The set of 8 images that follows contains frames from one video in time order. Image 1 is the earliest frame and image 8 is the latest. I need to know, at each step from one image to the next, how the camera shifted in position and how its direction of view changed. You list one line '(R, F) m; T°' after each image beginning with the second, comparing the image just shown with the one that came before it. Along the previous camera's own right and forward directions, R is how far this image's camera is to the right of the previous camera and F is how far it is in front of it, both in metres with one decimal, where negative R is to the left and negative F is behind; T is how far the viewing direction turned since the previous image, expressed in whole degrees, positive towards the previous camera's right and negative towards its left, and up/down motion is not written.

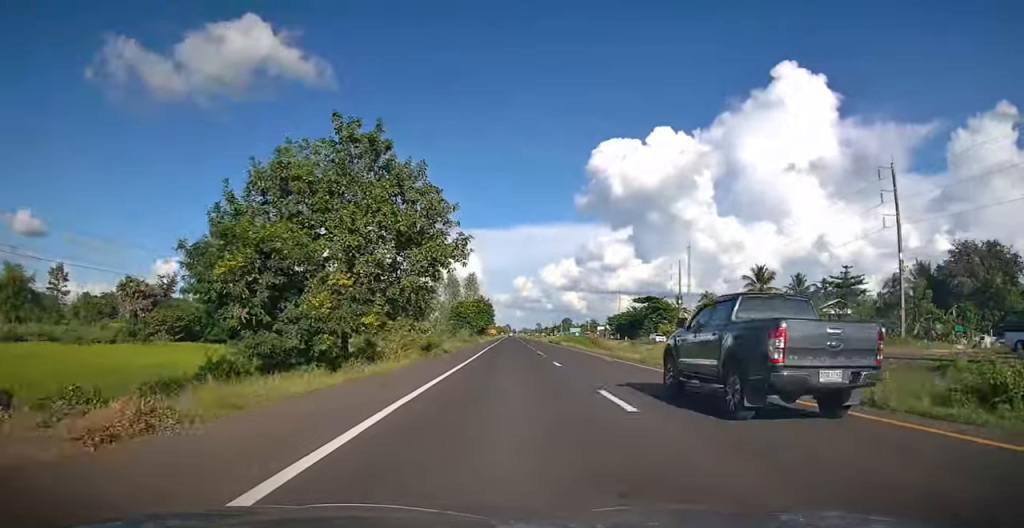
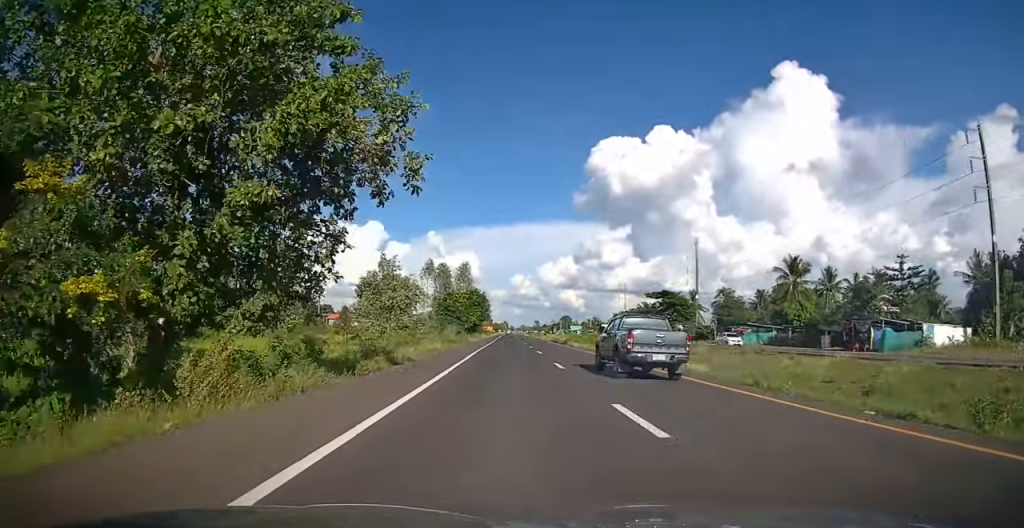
(0.0, +13.9) m; 0°
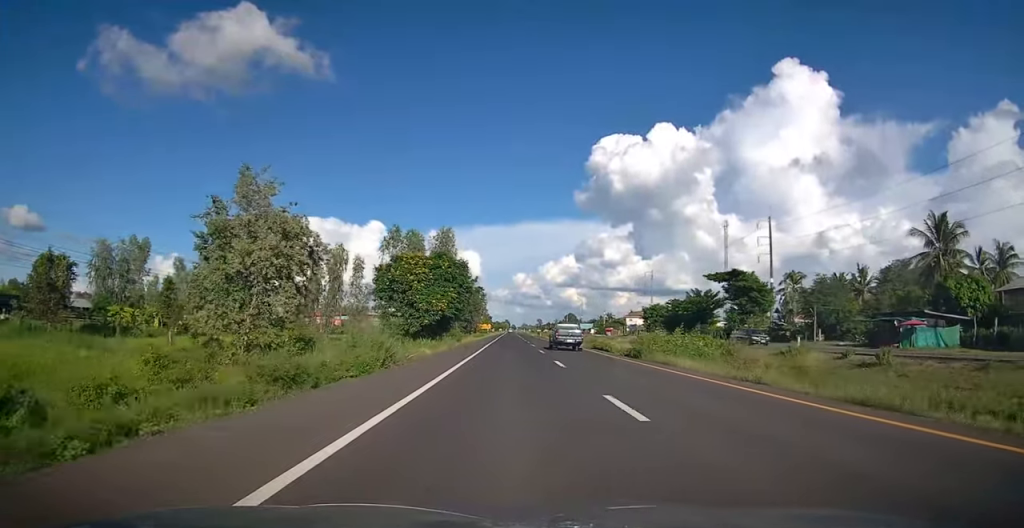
(0.0, +34.7) m; 0°
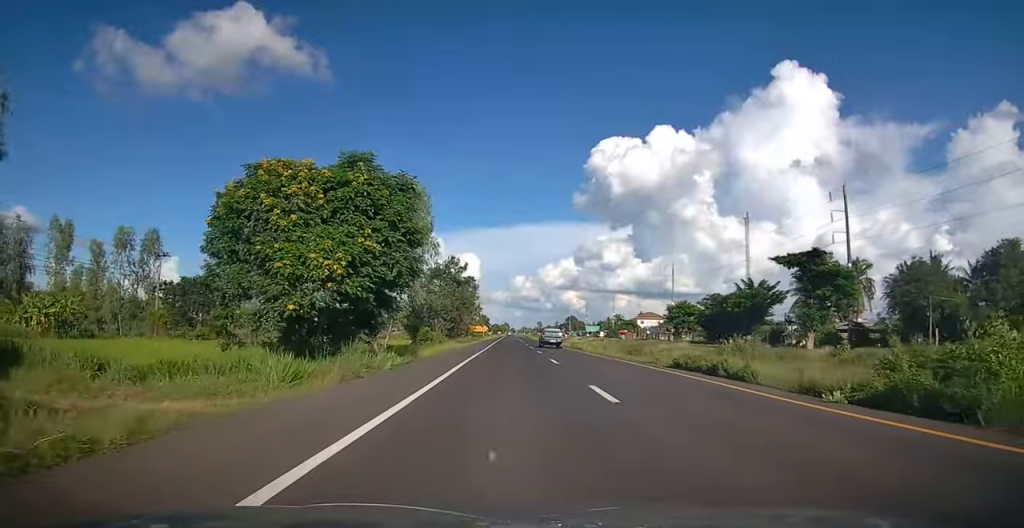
(+0.1, +21.8) m; 0°
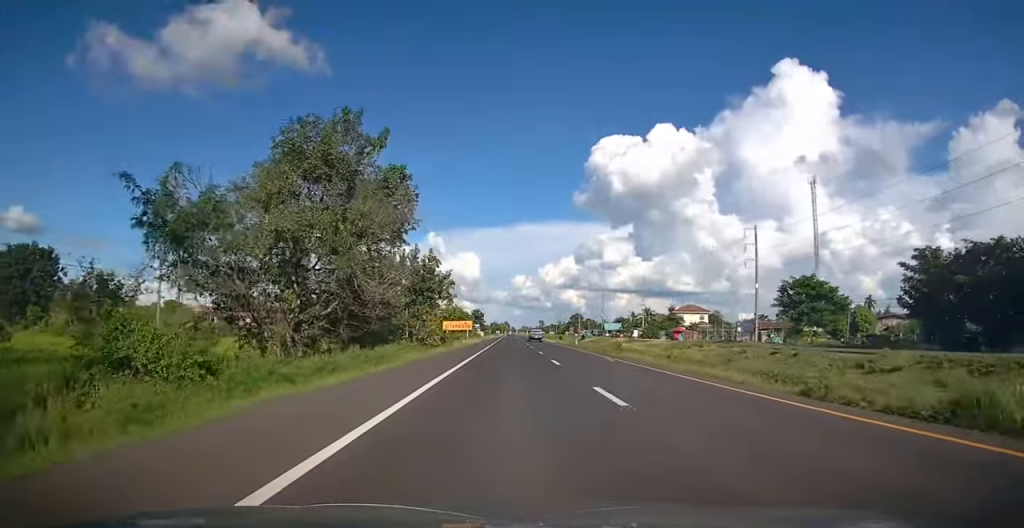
(-0.1, +48.8) m; 0°
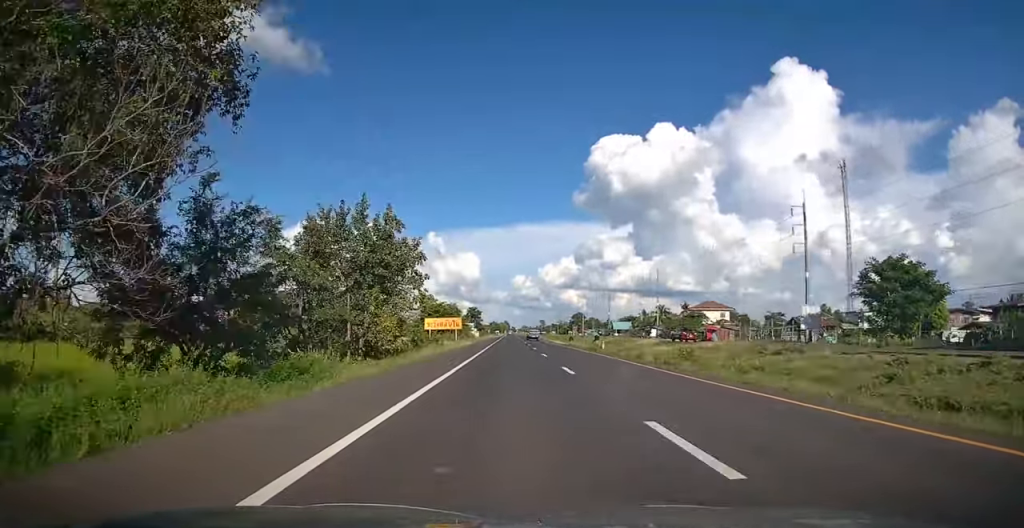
(0.0, +16.9) m; 0°
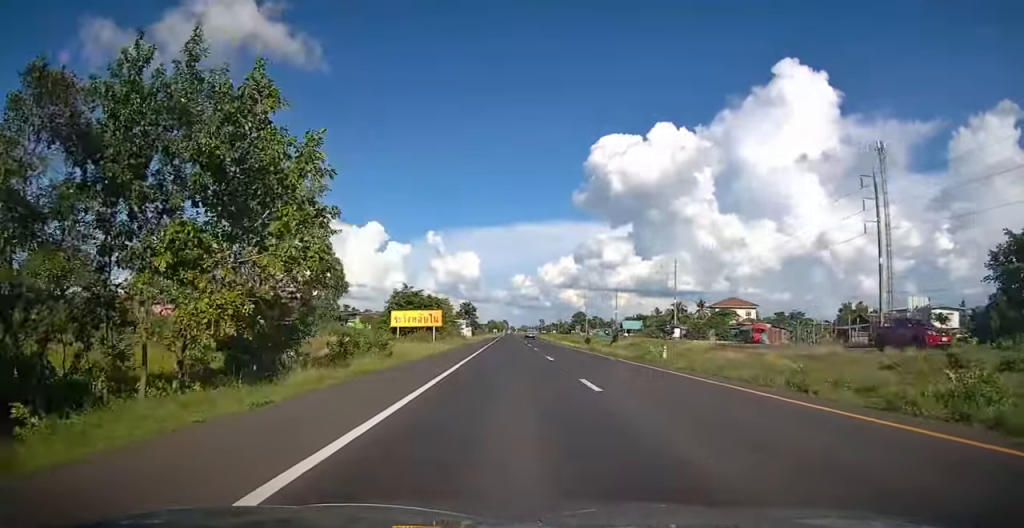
(0.0, +17.2) m; 0°
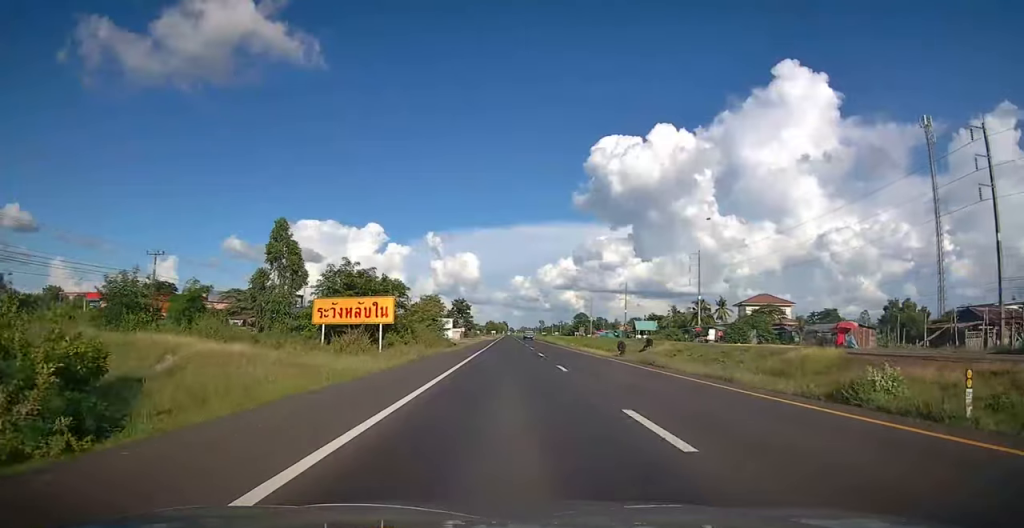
(0.0, +17.9) m; 0°
